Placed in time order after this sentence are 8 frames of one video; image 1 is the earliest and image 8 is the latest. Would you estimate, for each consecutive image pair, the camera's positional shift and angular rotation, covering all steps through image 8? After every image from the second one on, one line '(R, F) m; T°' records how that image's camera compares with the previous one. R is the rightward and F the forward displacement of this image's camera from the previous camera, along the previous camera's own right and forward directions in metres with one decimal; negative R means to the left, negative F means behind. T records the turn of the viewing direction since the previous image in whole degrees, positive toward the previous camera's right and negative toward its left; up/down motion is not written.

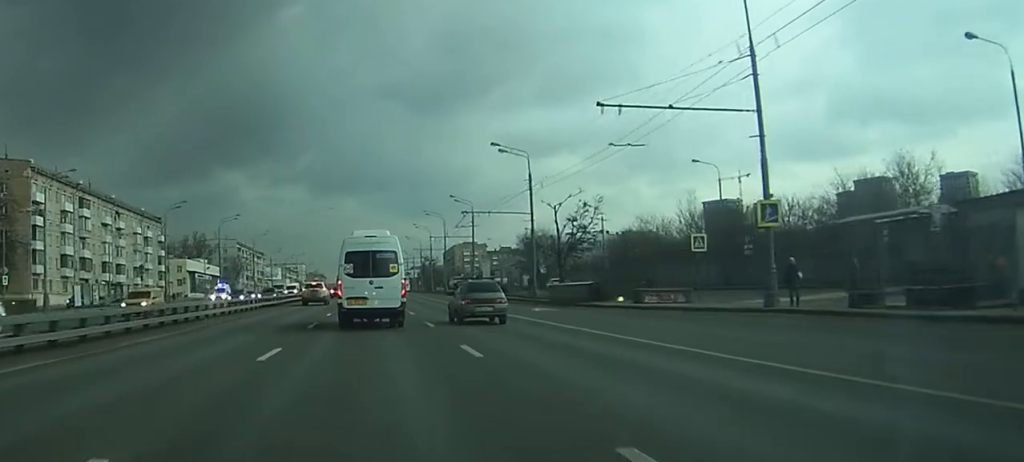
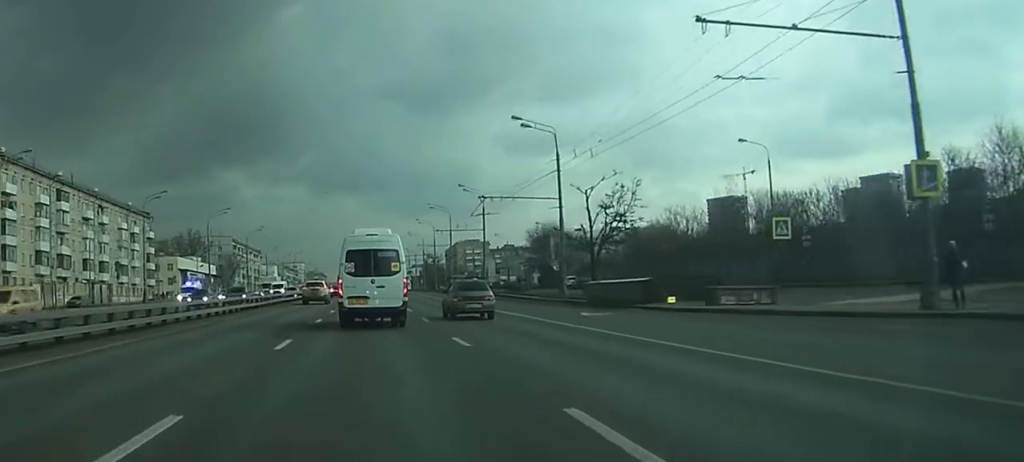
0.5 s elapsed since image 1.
(0.0, +9.8) m; 0°
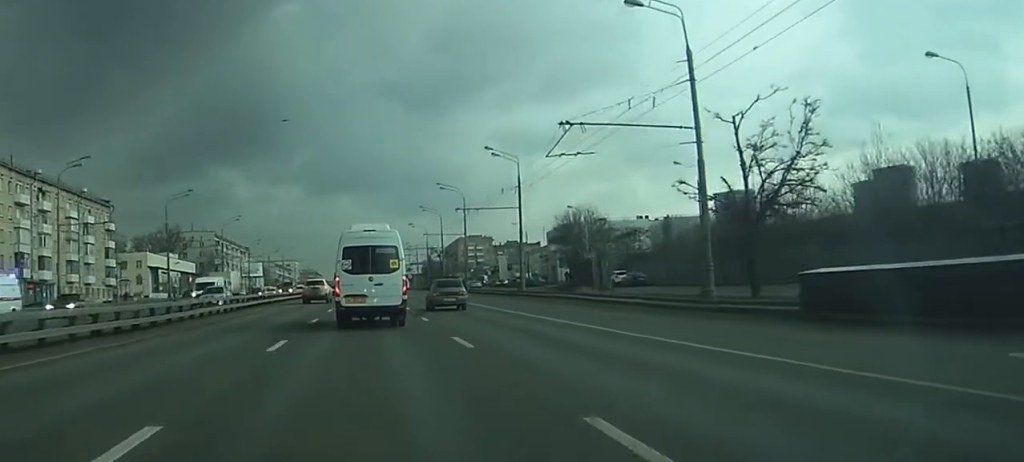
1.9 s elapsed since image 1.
(+0.1, +24.7) m; 0°
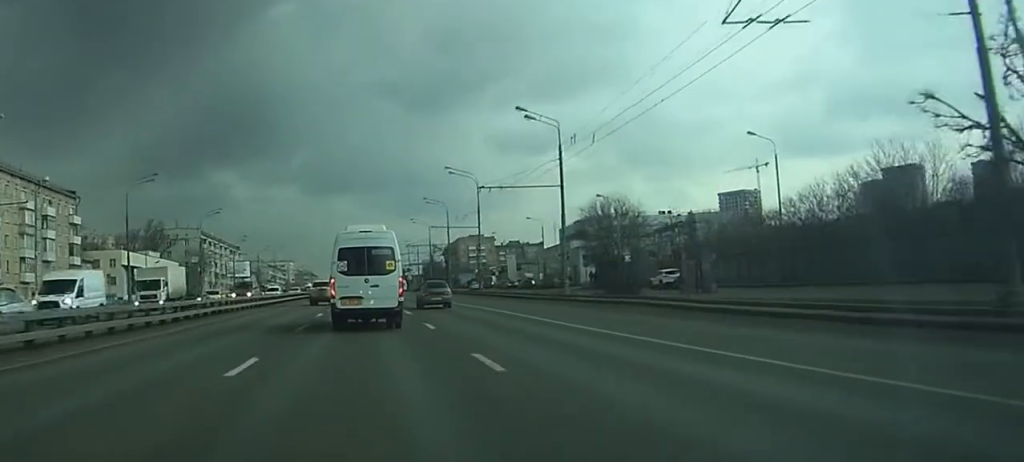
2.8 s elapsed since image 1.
(0.0, +16.4) m; 0°
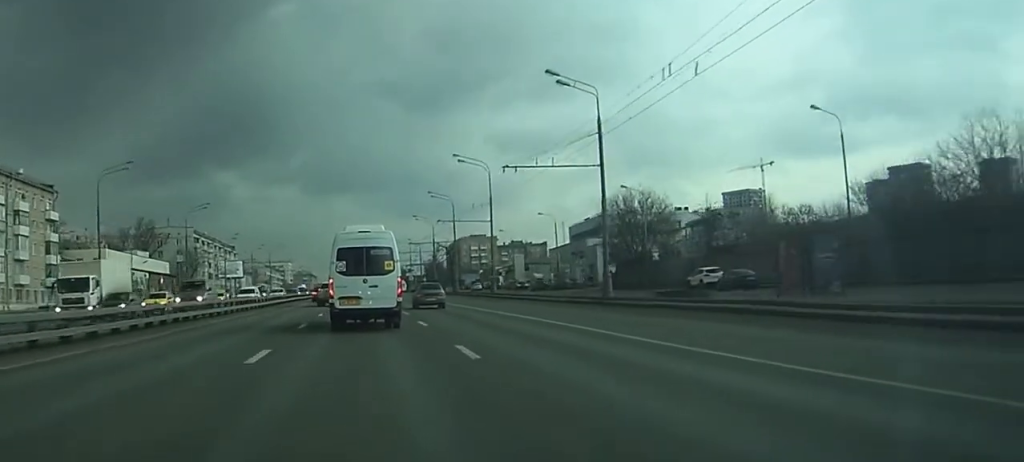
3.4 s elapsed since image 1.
(0.0, +9.8) m; 0°
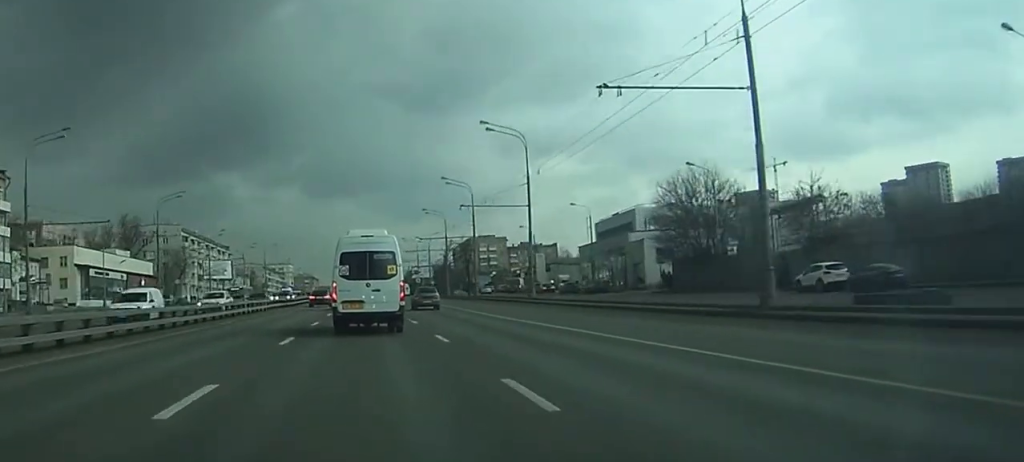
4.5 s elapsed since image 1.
(0.0, +18.6) m; 0°
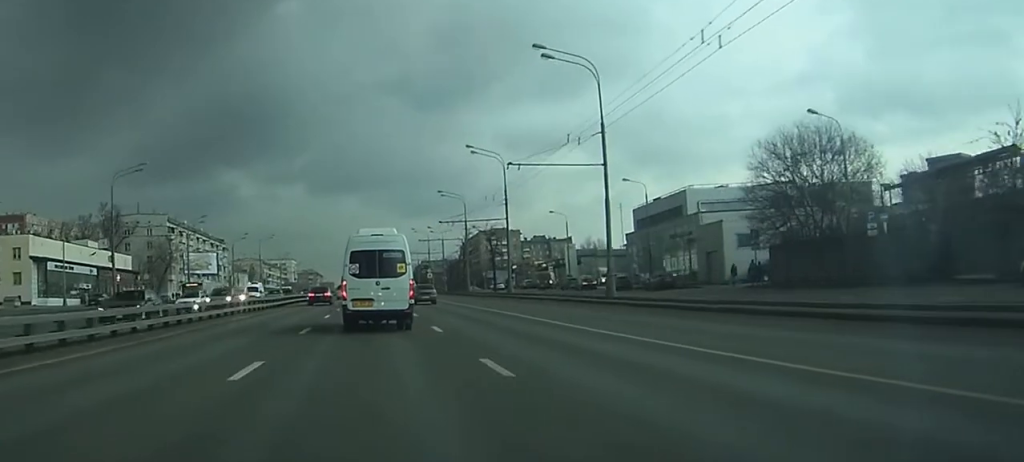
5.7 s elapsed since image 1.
(-0.1, +20.4) m; -1°
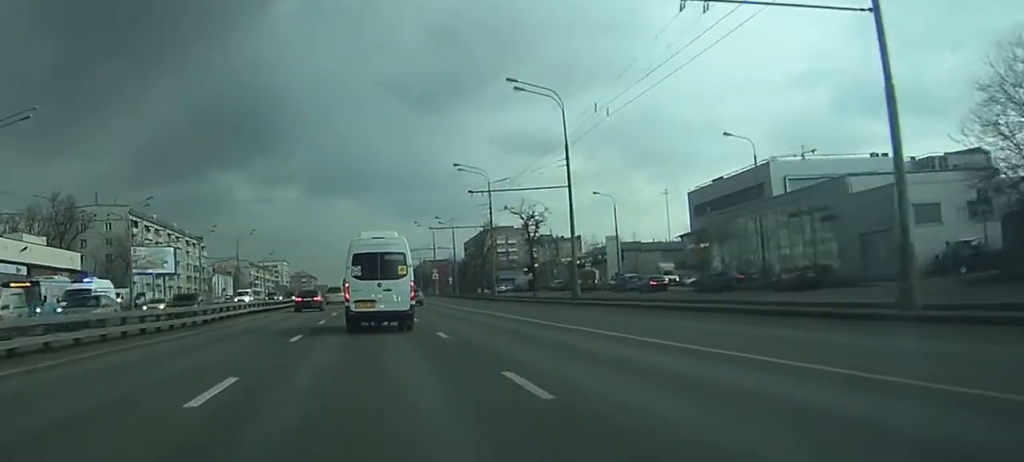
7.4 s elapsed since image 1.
(-0.1, +26.7) m; 0°
